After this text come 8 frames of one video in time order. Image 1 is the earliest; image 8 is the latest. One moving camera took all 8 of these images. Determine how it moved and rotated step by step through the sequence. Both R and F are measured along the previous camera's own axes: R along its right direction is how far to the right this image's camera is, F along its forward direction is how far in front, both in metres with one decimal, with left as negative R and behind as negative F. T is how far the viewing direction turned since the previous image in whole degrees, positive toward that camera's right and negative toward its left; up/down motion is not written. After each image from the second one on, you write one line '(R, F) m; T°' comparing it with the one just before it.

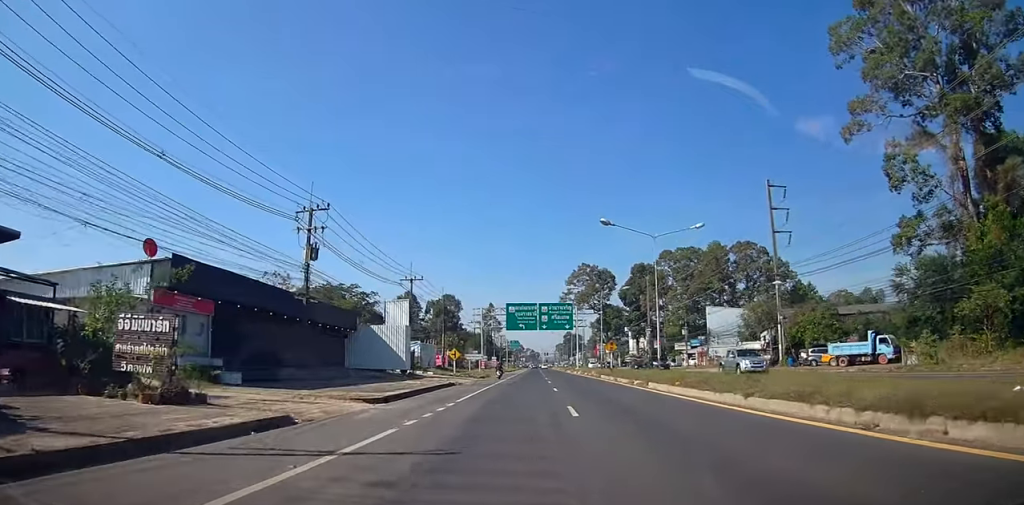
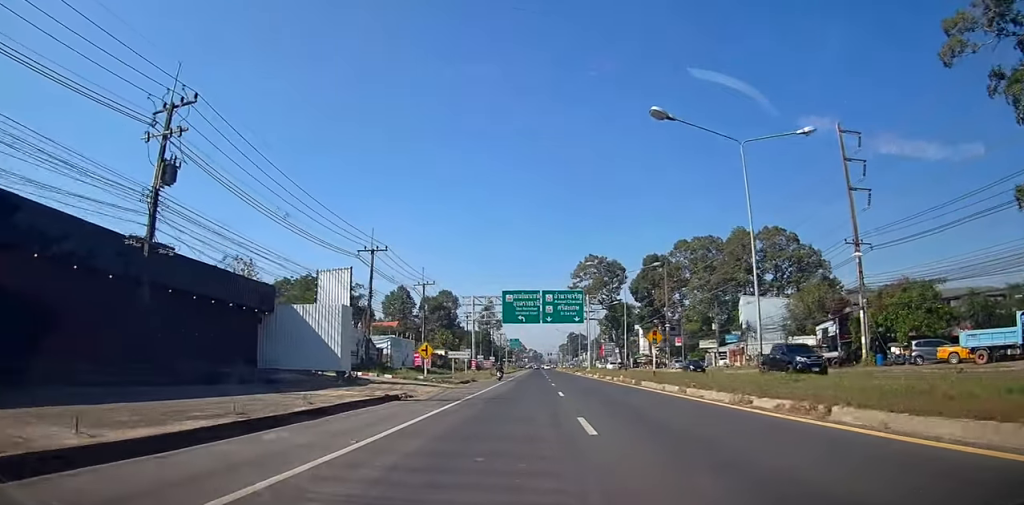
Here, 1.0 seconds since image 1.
(0.0, +15.4) m; 0°
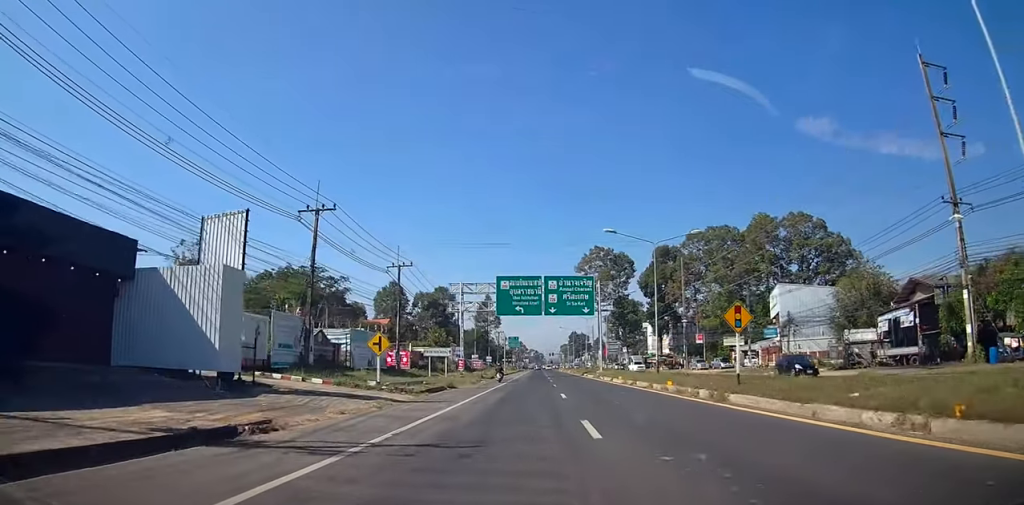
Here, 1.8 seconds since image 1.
(0.0, +11.1) m; +1°
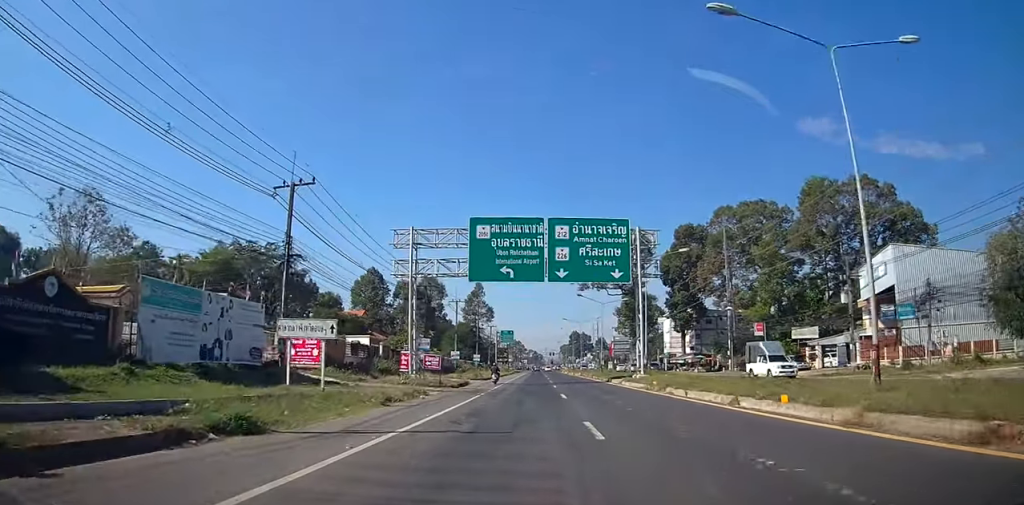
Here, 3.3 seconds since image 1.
(+0.4, +22.7) m; +1°
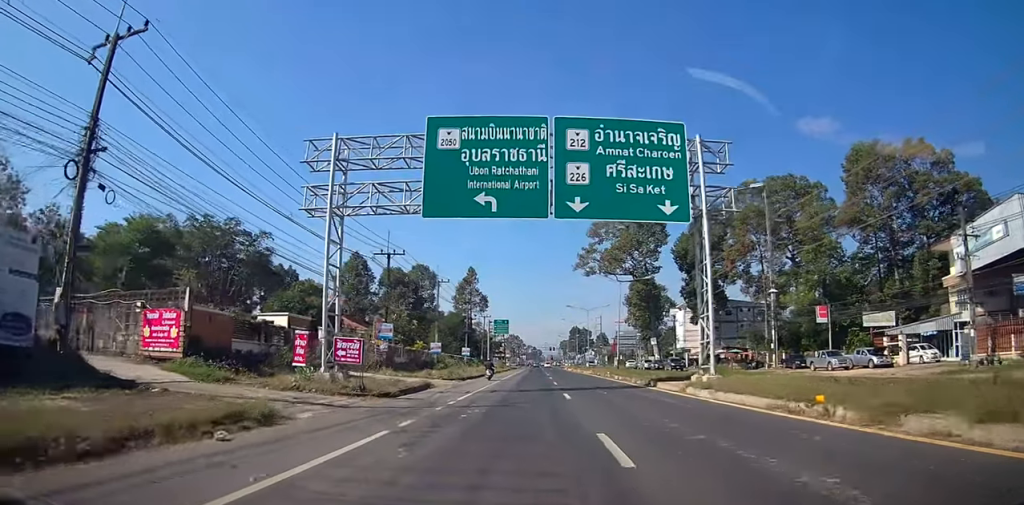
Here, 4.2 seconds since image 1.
(-0.1, +14.8) m; -1°
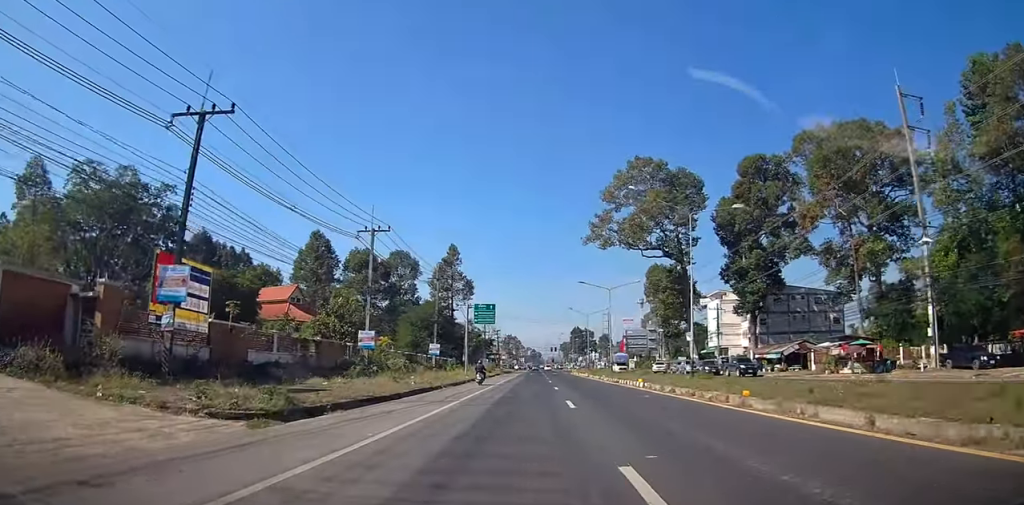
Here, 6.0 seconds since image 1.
(-0.1, +28.2) m; 0°
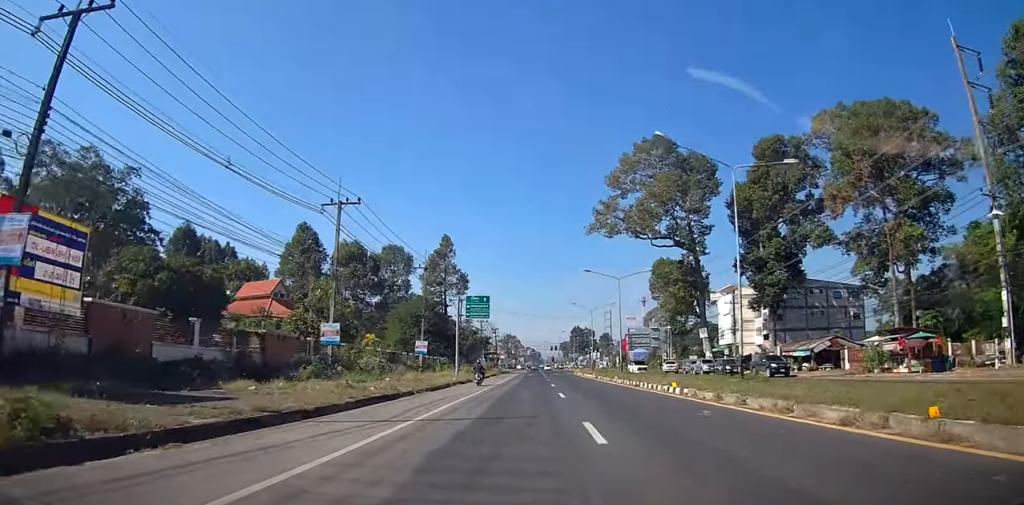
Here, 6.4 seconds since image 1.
(0.0, +7.5) m; 0°
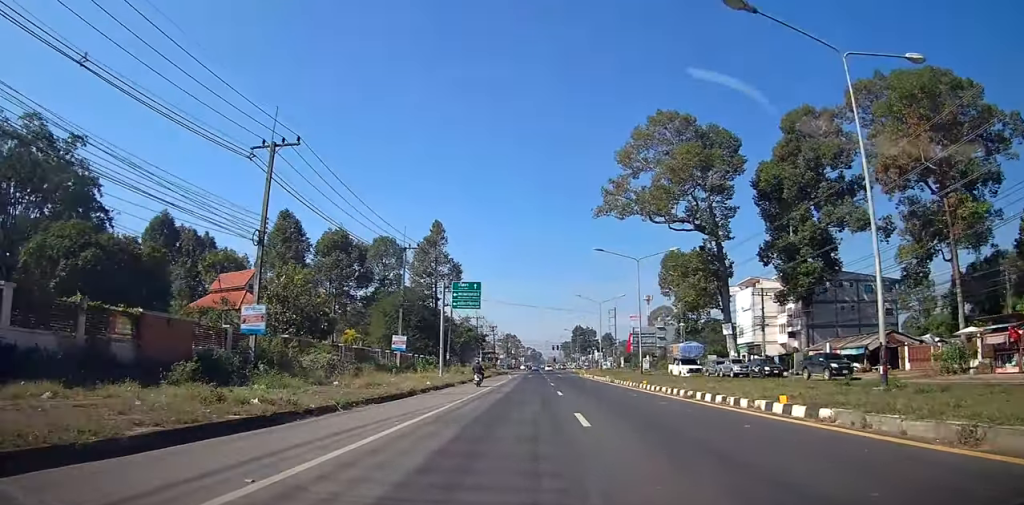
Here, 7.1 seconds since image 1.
(0.0, +10.3) m; 0°
